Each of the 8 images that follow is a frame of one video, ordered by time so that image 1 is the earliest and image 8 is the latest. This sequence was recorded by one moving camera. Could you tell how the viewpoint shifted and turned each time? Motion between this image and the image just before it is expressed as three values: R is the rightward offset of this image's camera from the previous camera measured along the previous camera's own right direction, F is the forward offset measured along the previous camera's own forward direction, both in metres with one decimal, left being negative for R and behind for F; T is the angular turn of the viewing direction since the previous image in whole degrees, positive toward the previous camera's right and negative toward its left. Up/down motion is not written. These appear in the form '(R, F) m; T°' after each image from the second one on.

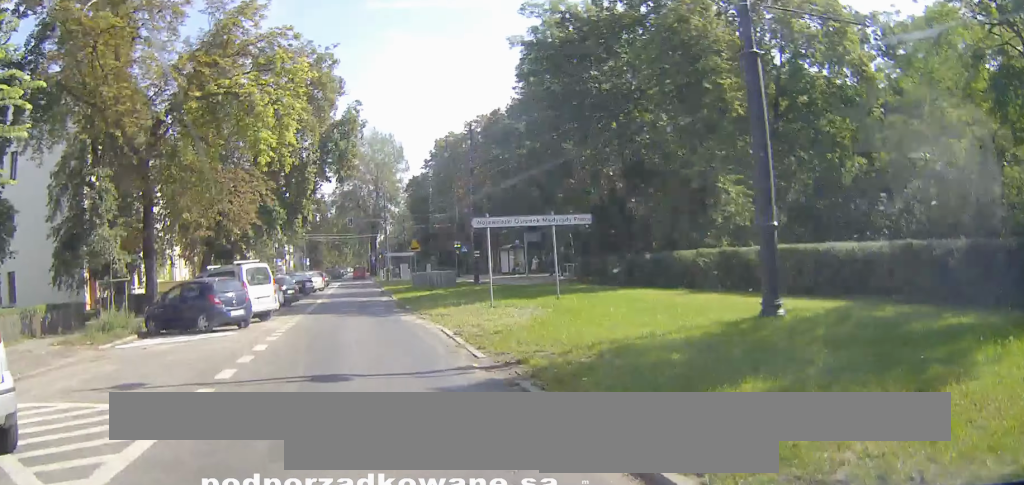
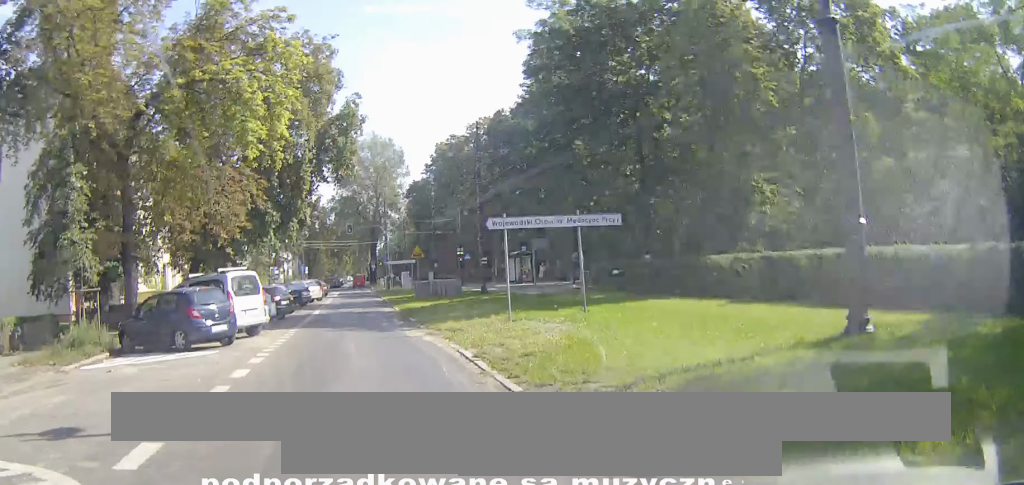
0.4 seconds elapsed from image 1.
(0.0, +2.8) m; 0°
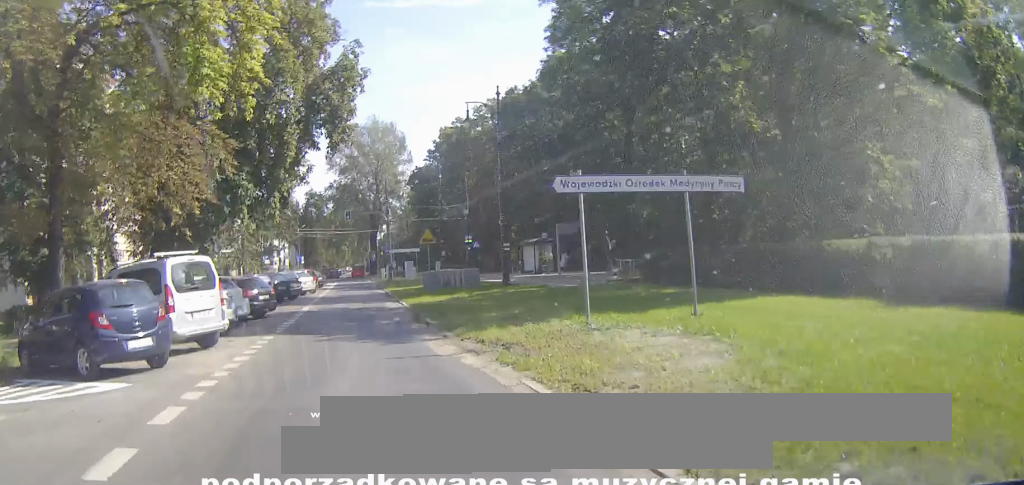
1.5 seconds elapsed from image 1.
(0.0, +7.1) m; 0°
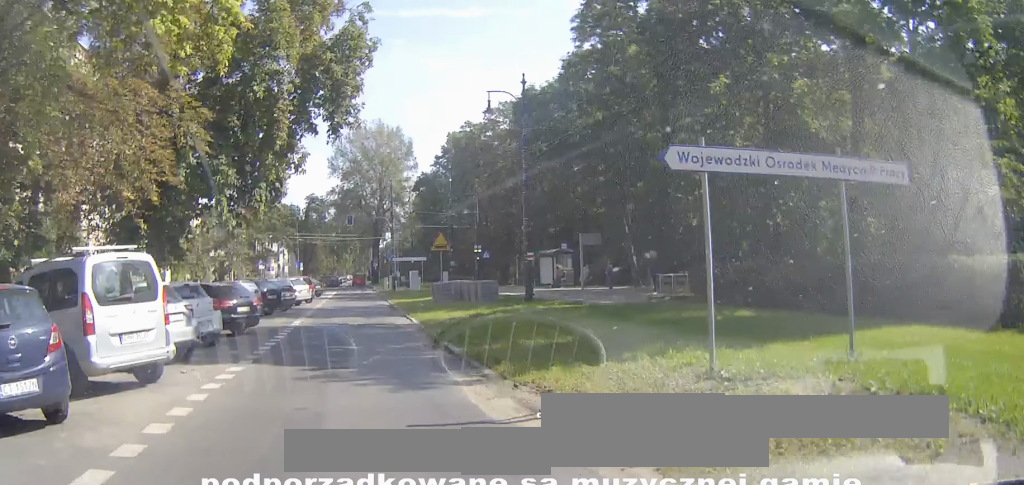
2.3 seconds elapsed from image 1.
(0.0, +4.7) m; 0°
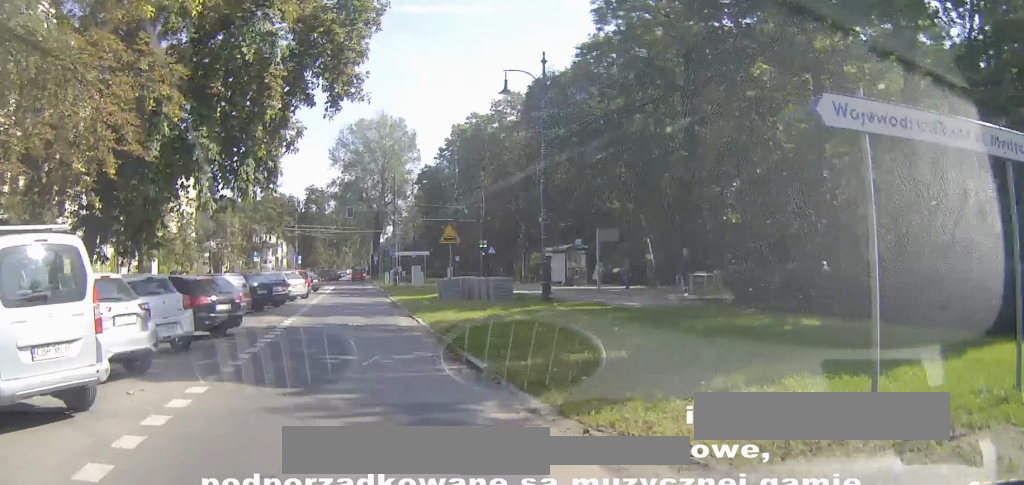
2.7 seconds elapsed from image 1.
(0.0, +3.0) m; 0°
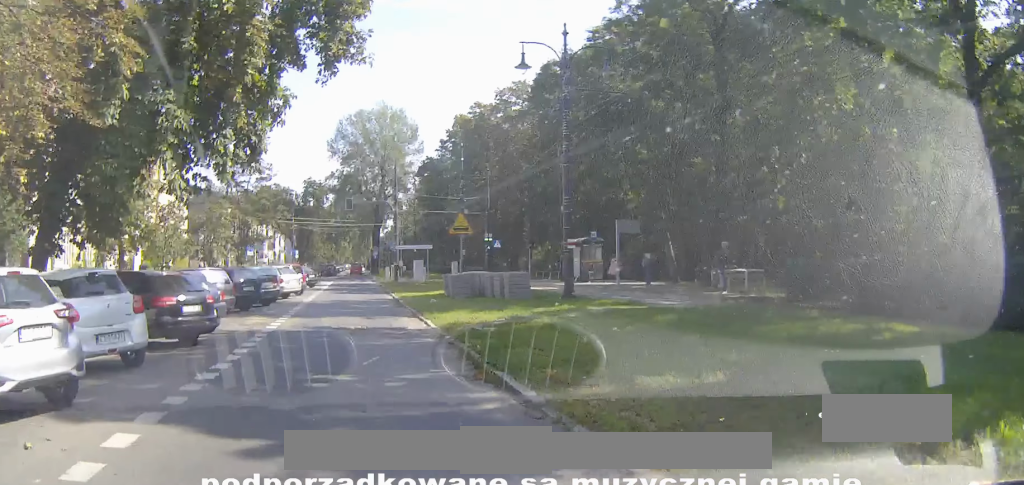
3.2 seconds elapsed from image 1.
(0.0, +3.2) m; 0°
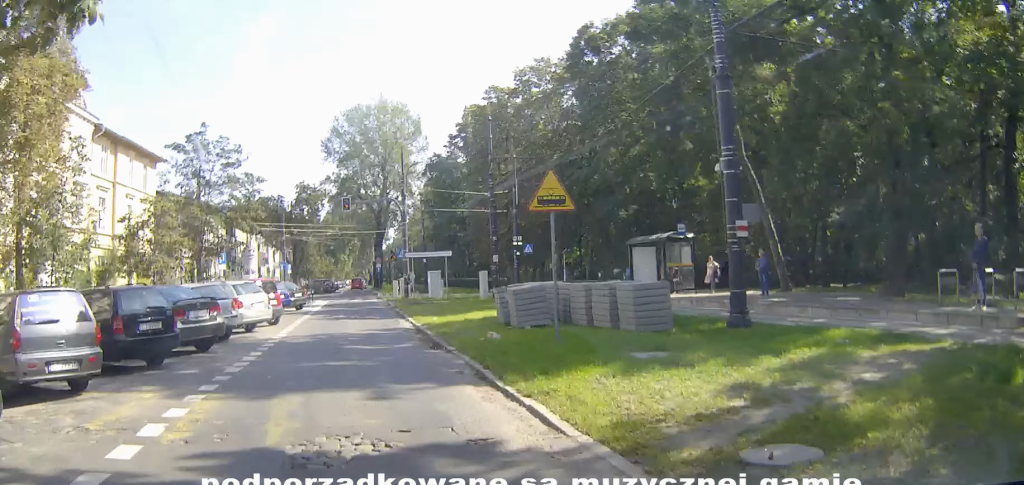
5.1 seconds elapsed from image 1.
(+0.2, +12.0) m; +1°
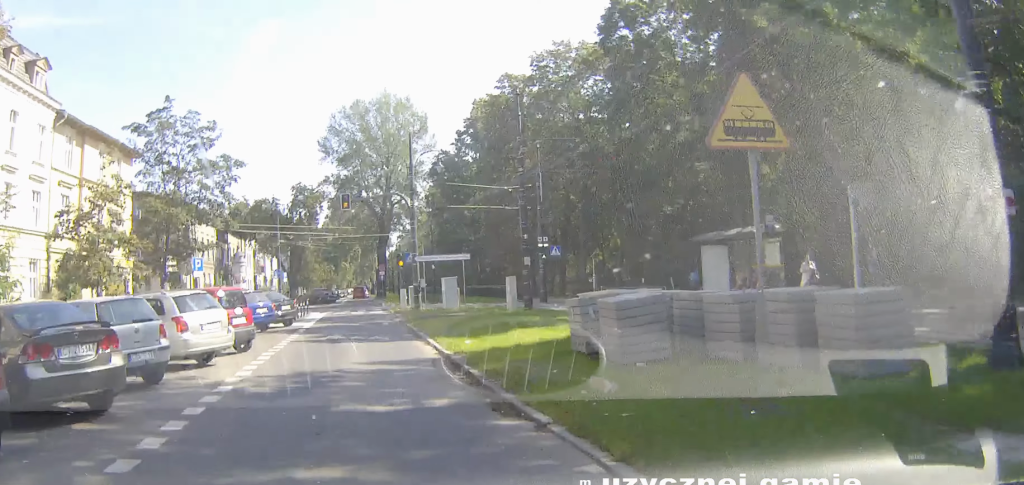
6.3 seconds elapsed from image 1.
(-0.2, +7.2) m; -5°
